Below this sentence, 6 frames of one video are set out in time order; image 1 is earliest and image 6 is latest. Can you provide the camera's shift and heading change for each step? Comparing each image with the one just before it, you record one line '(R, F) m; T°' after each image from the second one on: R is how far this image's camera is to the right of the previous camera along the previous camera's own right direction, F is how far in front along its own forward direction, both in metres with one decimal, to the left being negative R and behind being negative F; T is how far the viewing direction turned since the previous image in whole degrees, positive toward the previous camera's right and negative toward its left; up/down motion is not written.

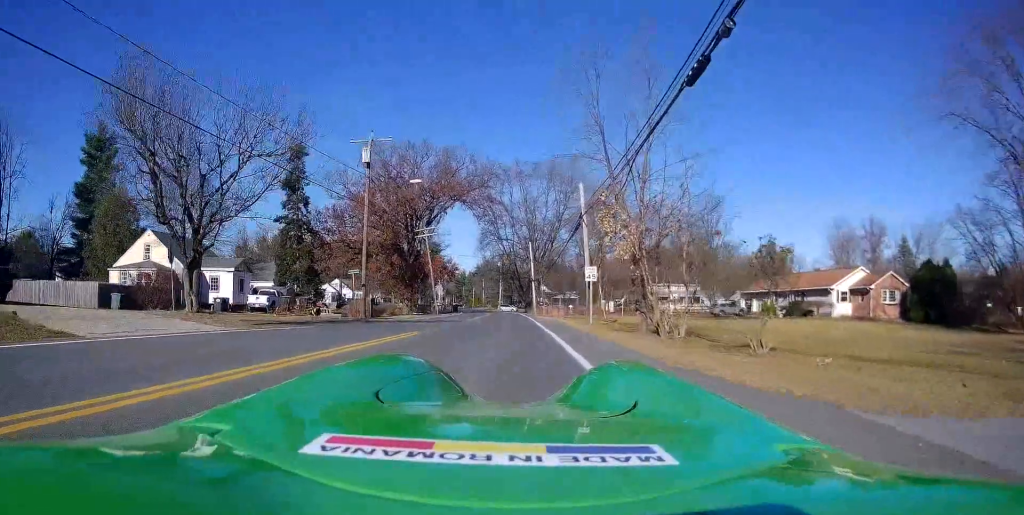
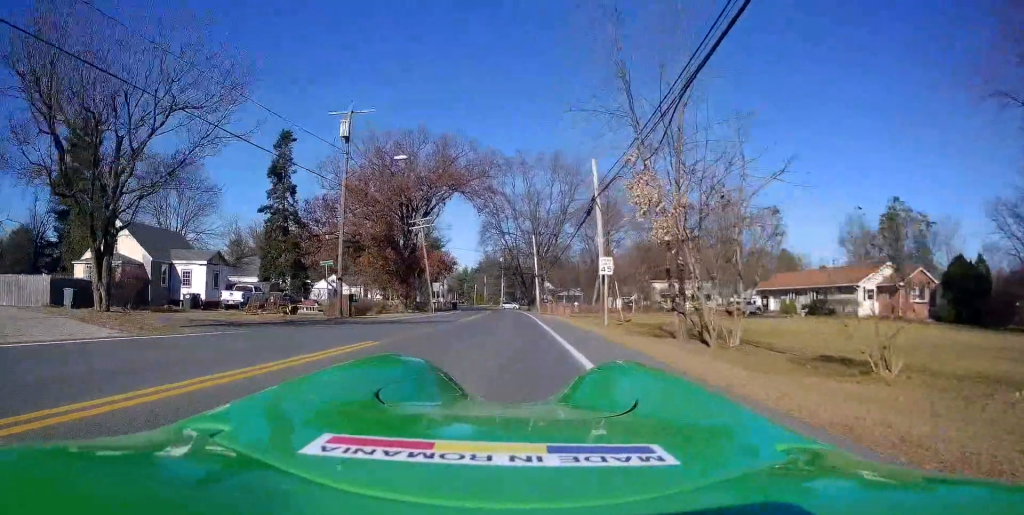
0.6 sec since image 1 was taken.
(0.0, +4.5) m; 0°
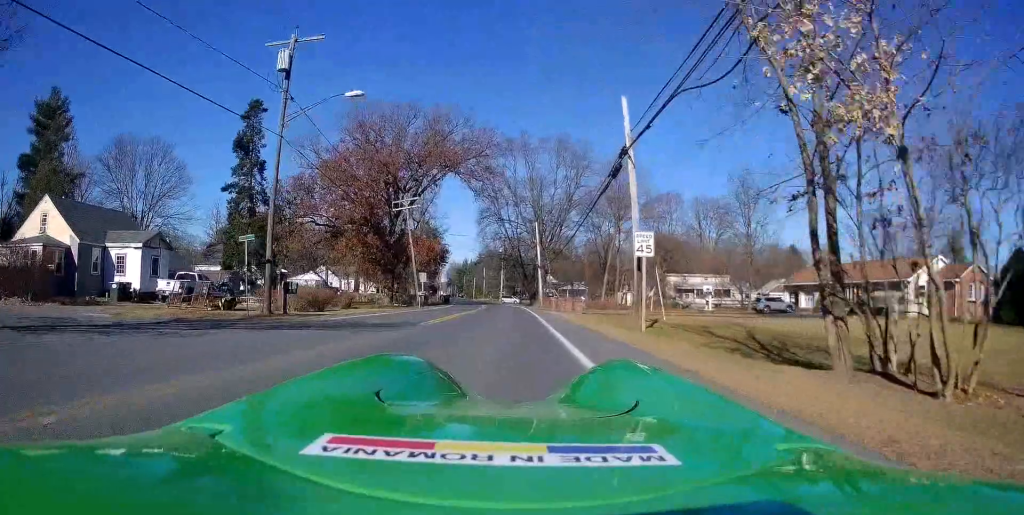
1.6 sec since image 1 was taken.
(0.0, +8.0) m; 0°
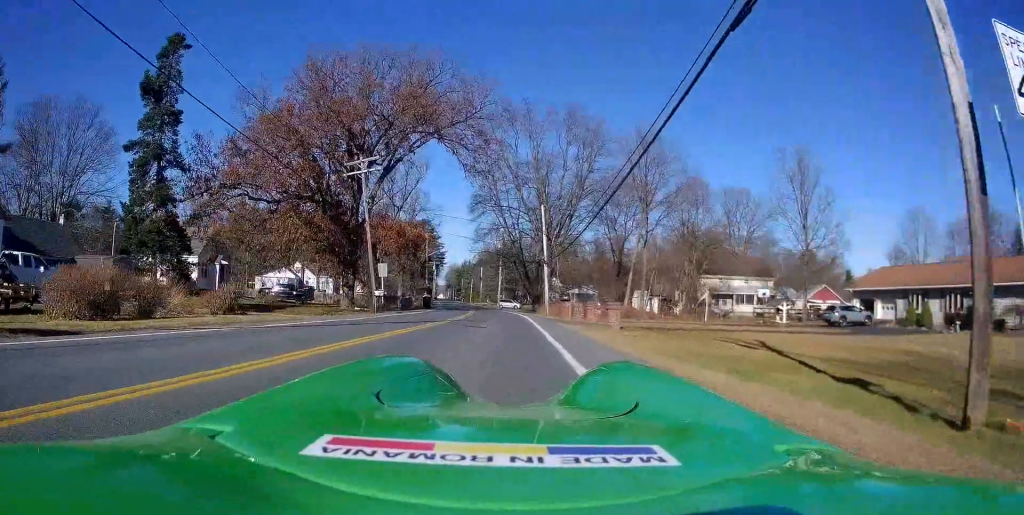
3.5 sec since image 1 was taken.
(-0.2, +15.0) m; -2°
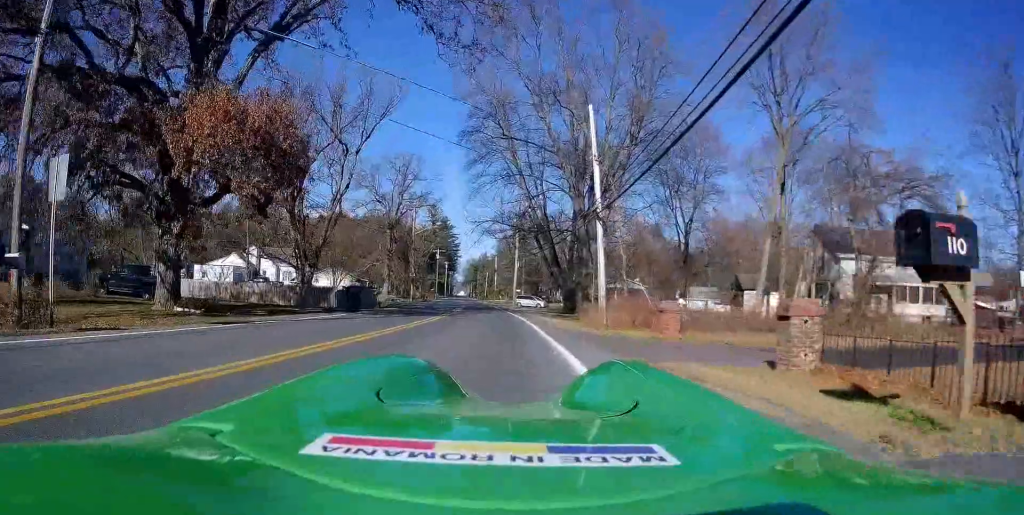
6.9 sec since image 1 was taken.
(+0.4, +28.8) m; -3°
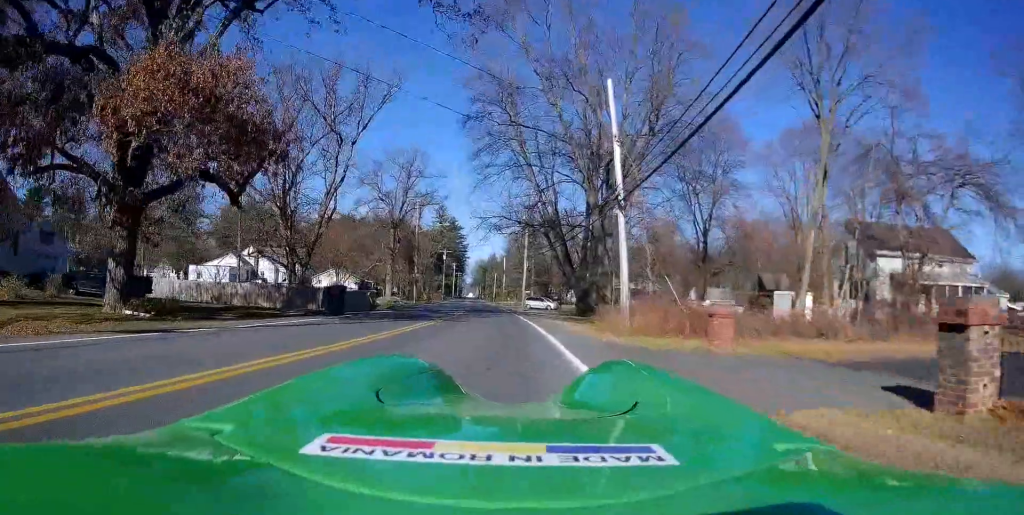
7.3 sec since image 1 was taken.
(-0.1, +3.7) m; -1°
